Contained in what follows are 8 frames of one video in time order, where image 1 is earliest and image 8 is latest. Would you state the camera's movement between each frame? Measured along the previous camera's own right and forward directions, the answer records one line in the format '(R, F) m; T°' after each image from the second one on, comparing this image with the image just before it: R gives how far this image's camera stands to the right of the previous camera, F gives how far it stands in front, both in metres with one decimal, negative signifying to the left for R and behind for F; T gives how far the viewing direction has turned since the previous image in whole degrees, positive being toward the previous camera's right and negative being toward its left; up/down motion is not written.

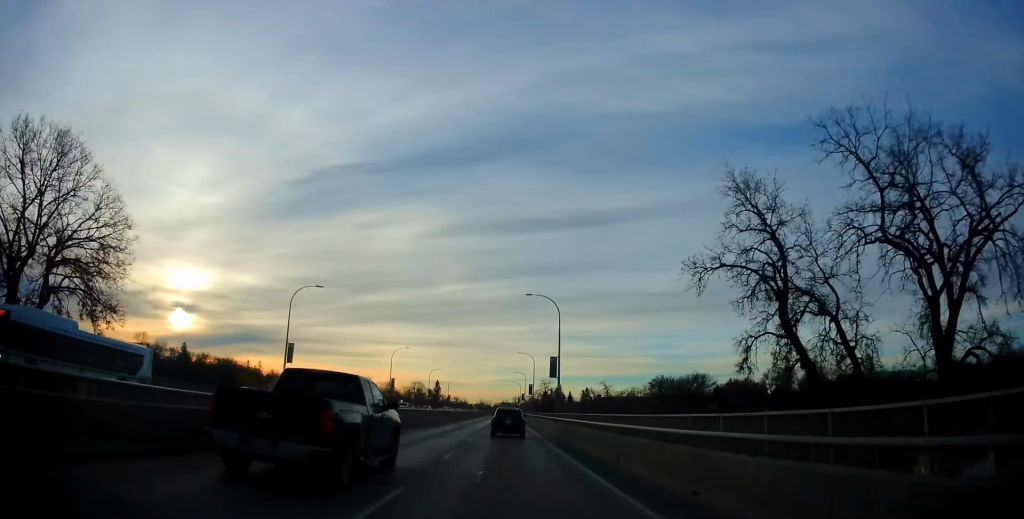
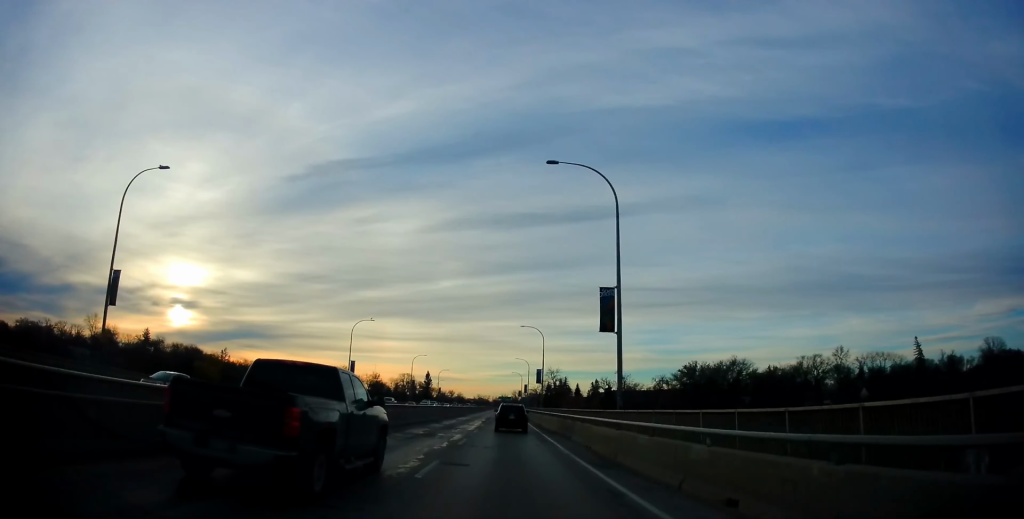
(-0.5, +32.5) m; -1°
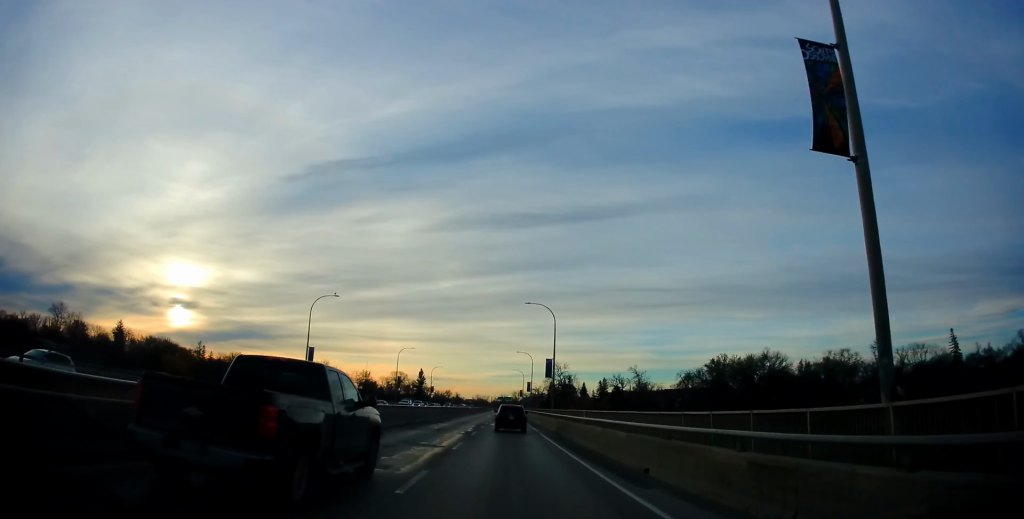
(+0.1, +20.4) m; +1°
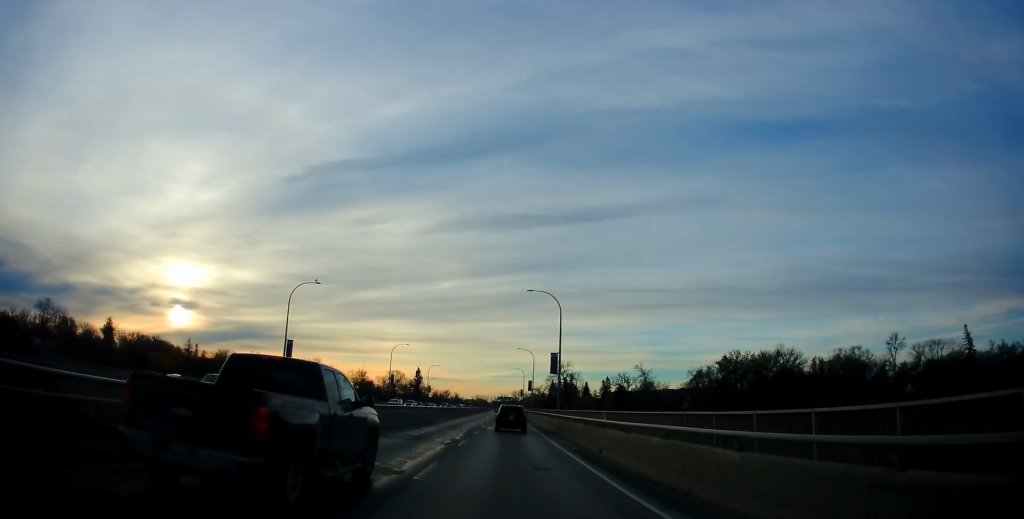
(+0.1, +7.4) m; +1°
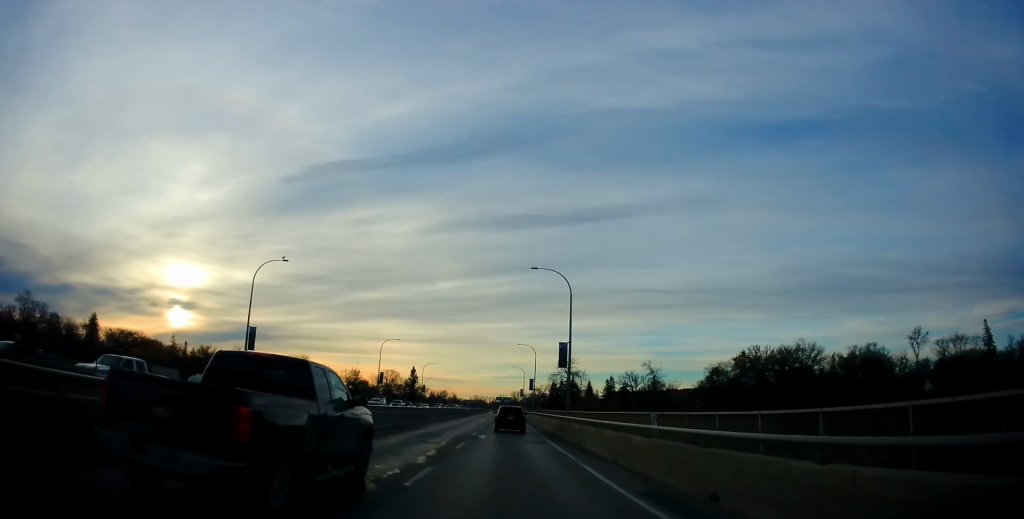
(0.0, +10.1) m; 0°
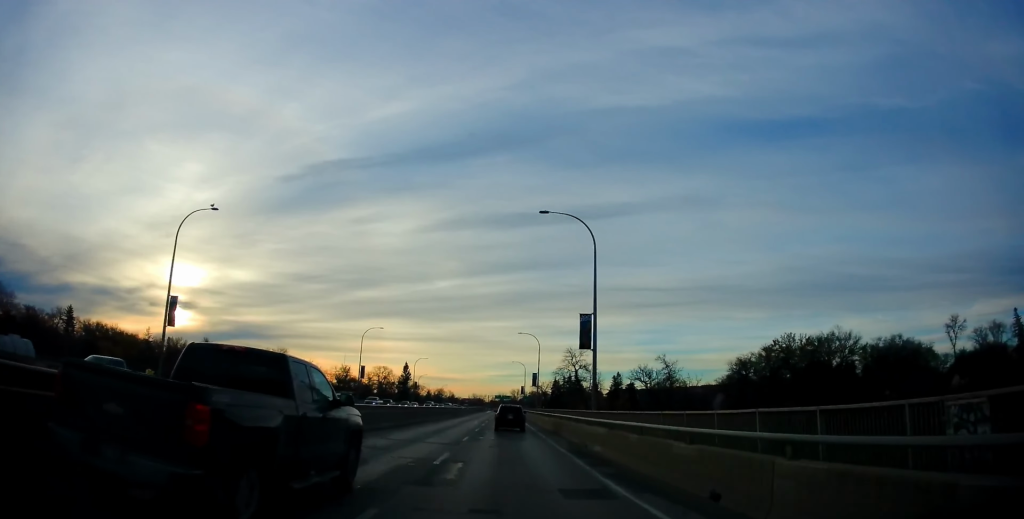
(0.0, +14.7) m; 0°
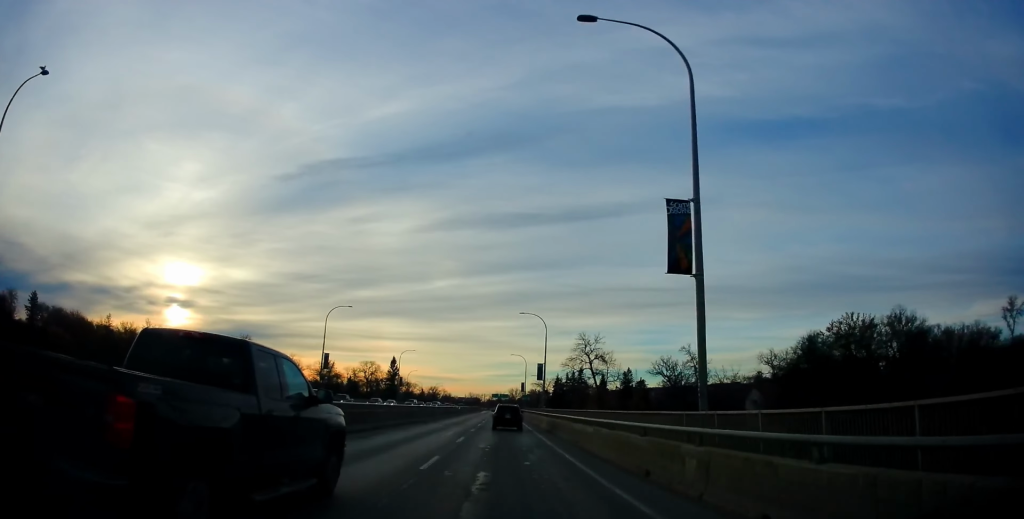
(-0.1, +20.0) m; +1°
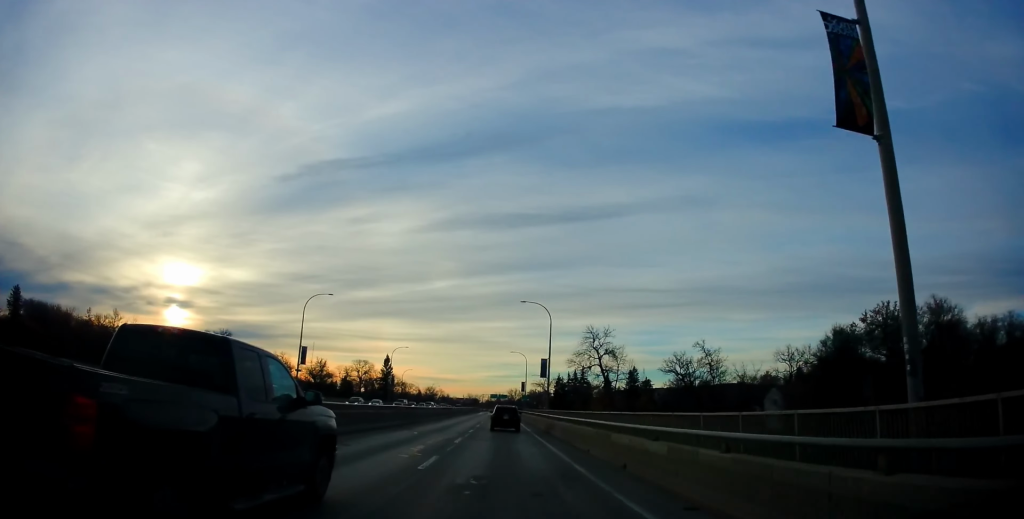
(+0.1, +9.0) m; 0°
